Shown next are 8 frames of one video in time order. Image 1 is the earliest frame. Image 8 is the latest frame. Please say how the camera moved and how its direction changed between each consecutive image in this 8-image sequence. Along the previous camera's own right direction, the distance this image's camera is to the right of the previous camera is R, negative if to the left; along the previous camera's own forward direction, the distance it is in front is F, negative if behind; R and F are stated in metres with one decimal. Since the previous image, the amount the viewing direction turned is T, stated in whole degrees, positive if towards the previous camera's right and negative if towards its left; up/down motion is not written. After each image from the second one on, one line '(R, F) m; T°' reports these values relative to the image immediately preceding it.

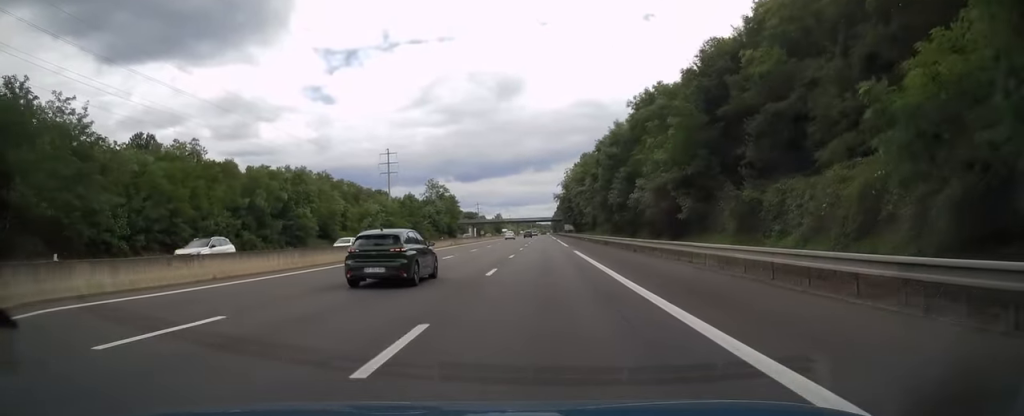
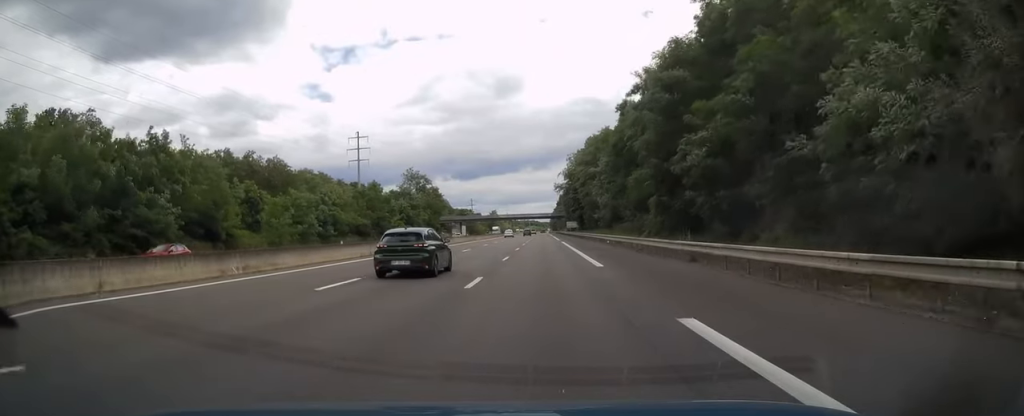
(+0.1, +30.6) m; 0°
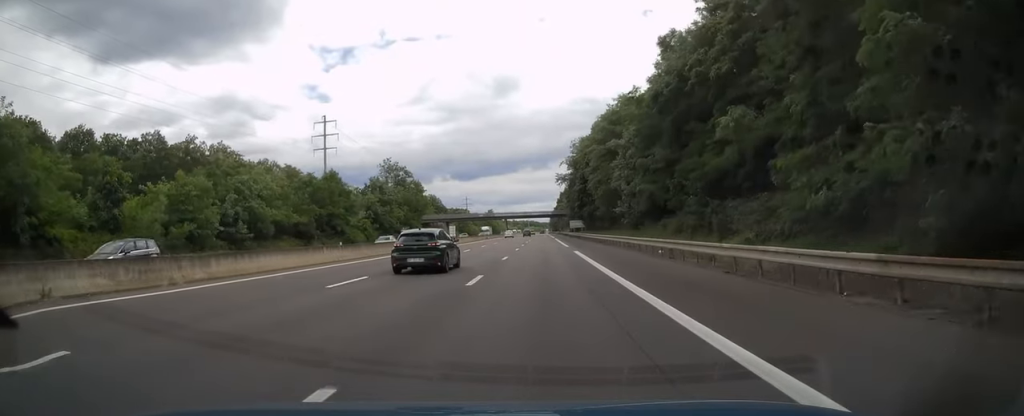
(0.0, +25.1) m; 0°
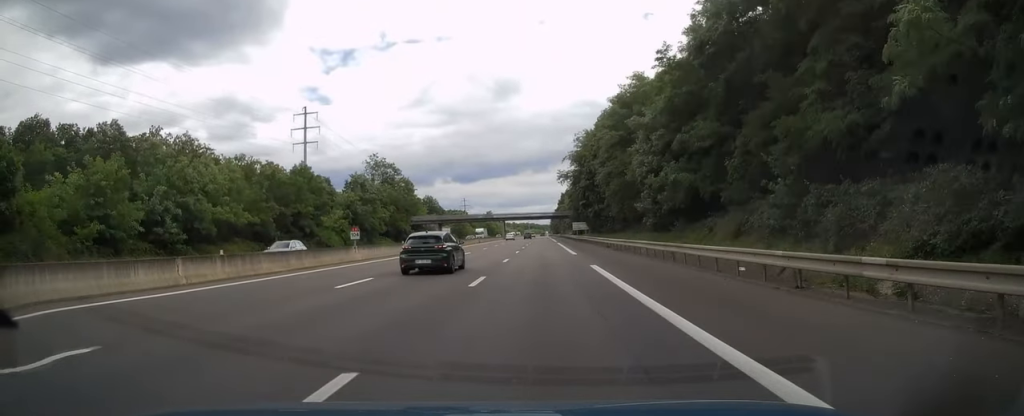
(0.0, +12.3) m; 0°
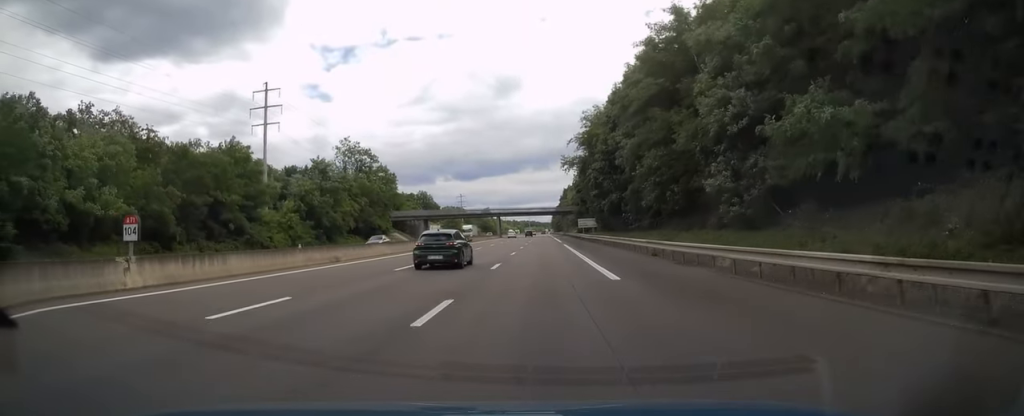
(0.0, +19.6) m; 0°
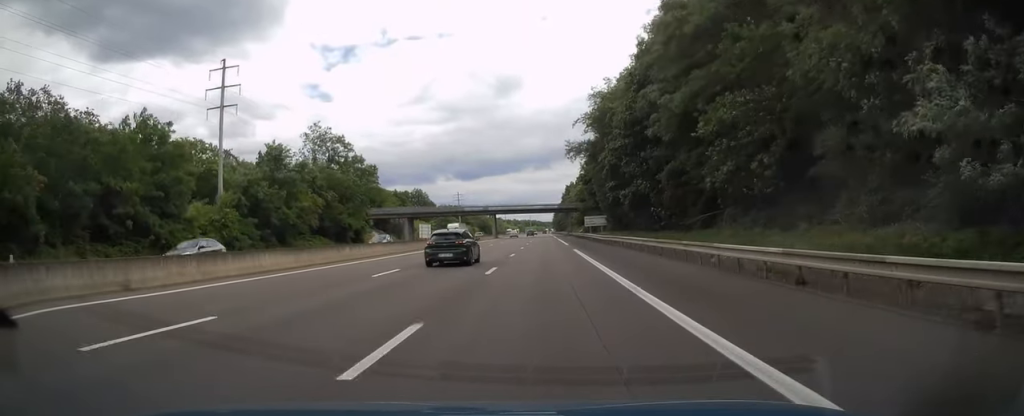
(0.0, +16.2) m; 0°
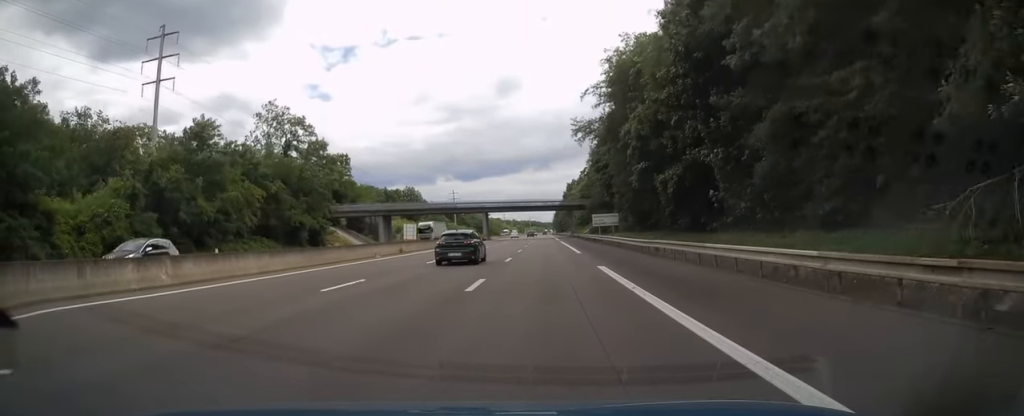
(0.0, +17.7) m; 0°
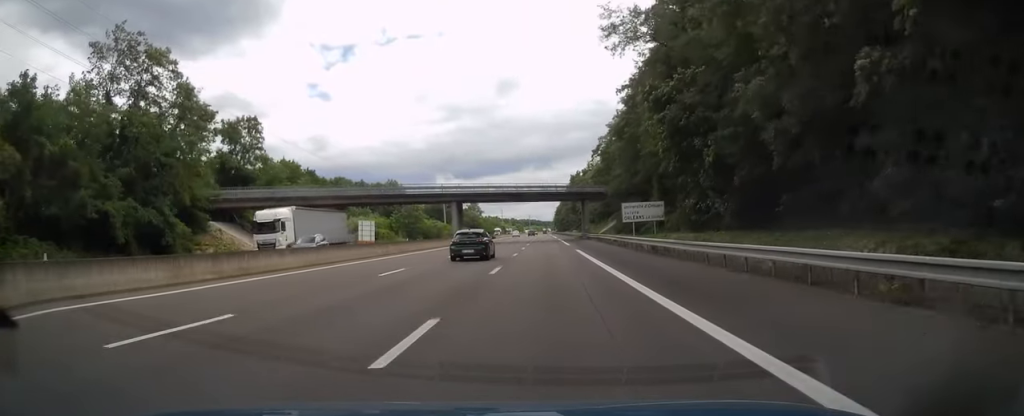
(-0.1, +34.5) m; 0°
